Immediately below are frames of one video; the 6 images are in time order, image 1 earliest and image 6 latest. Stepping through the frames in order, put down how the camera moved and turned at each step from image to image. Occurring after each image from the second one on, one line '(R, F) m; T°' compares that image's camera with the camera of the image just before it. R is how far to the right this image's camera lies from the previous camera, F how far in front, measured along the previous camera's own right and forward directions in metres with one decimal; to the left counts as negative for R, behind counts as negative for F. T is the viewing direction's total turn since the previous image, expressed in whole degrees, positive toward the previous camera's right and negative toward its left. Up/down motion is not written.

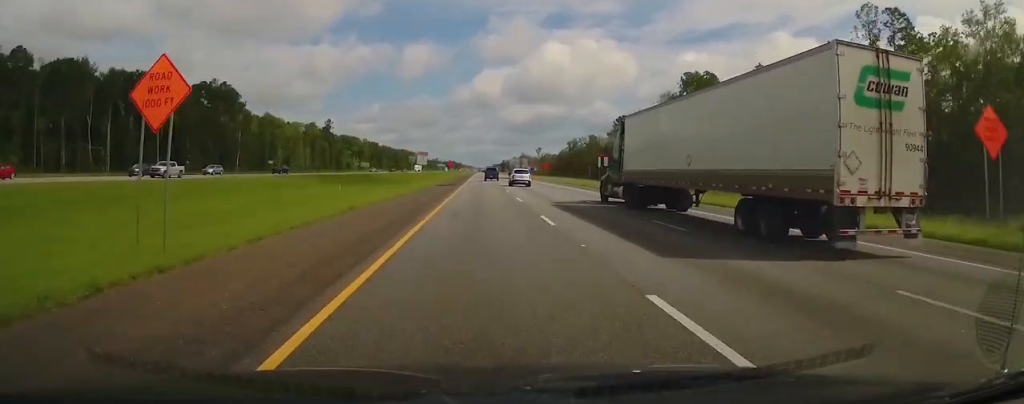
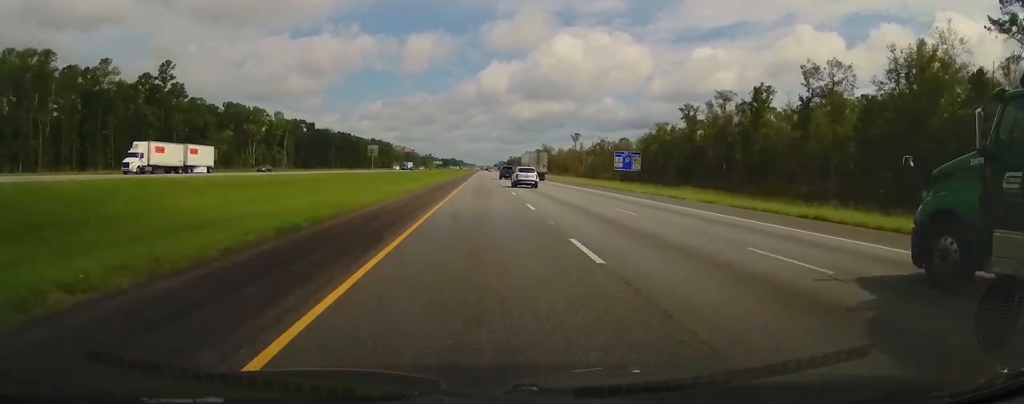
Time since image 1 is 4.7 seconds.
(0.0, +164.3) m; 0°
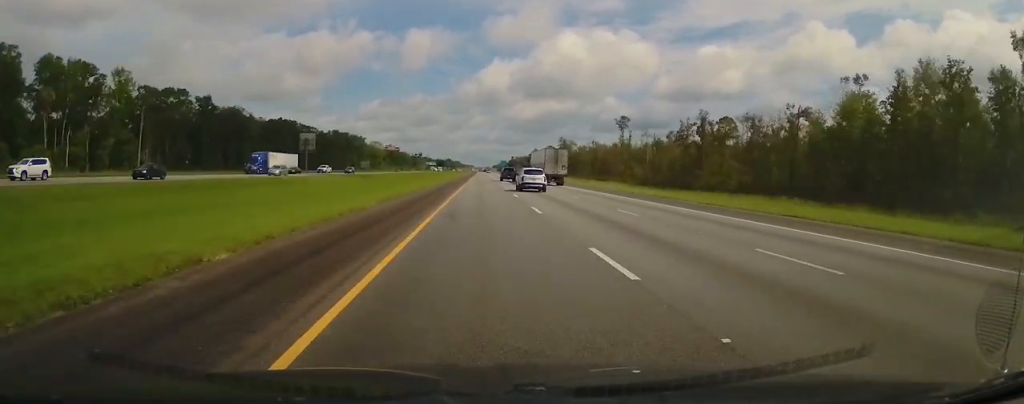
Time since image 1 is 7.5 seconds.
(-0.2, +98.7) m; 0°
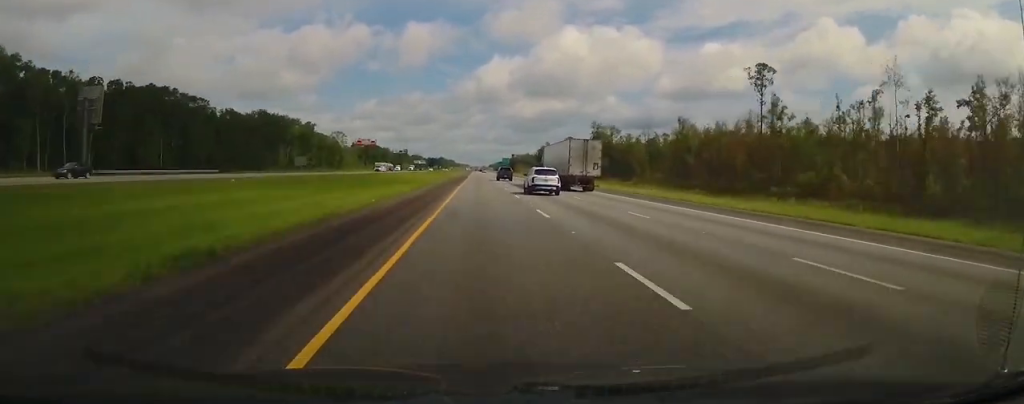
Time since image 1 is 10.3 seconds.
(+0.5, +98.8) m; 0°
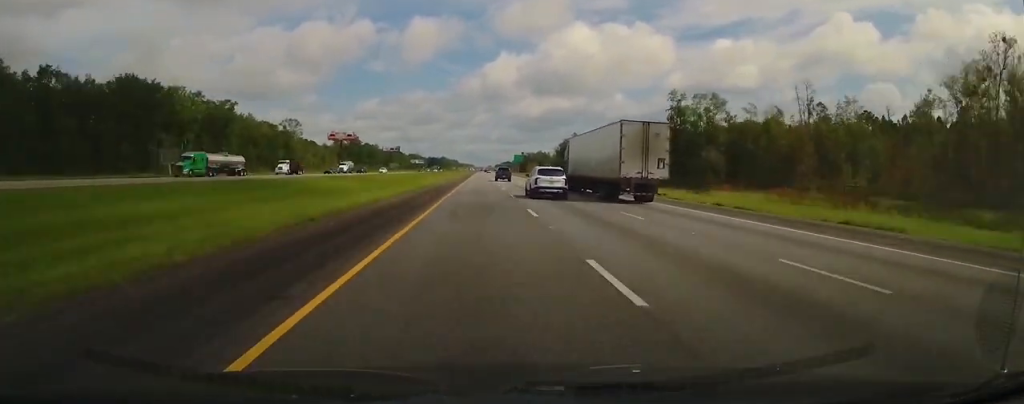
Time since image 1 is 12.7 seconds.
(-0.3, +84.6) m; 0°
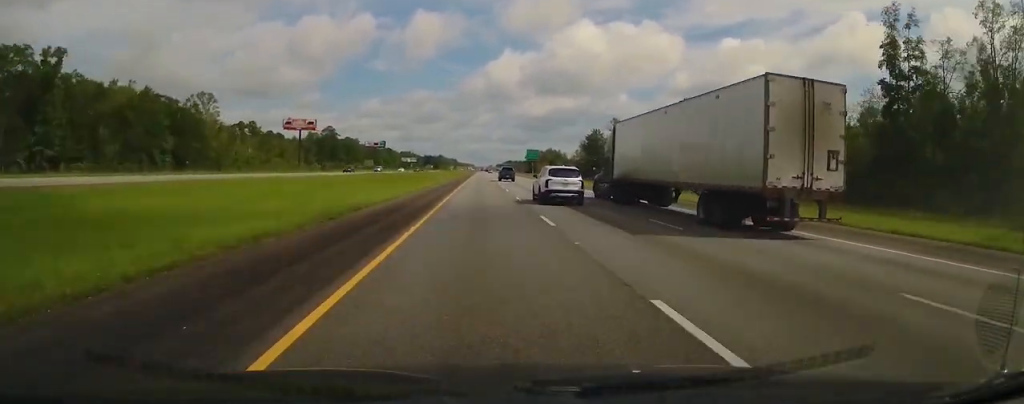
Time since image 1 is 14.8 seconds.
(-0.1, +75.2) m; 0°
